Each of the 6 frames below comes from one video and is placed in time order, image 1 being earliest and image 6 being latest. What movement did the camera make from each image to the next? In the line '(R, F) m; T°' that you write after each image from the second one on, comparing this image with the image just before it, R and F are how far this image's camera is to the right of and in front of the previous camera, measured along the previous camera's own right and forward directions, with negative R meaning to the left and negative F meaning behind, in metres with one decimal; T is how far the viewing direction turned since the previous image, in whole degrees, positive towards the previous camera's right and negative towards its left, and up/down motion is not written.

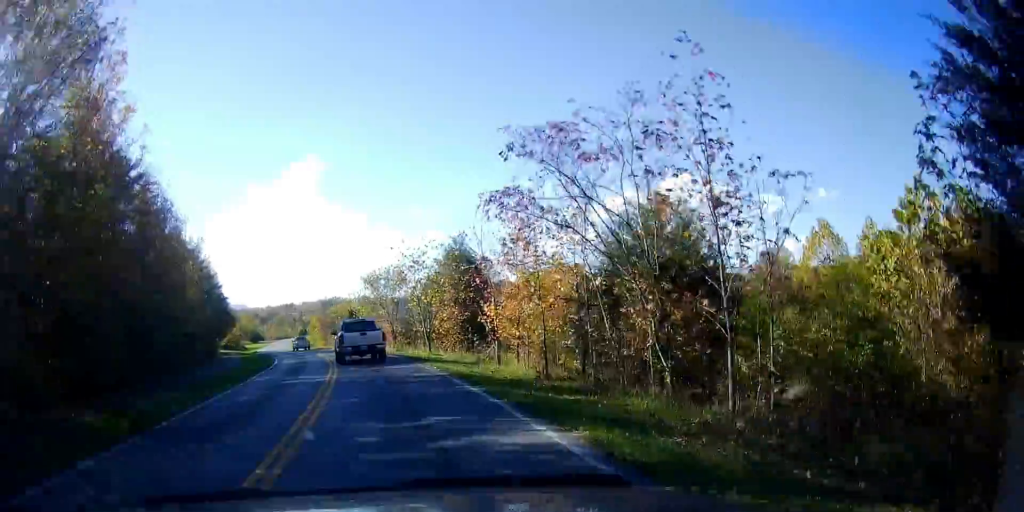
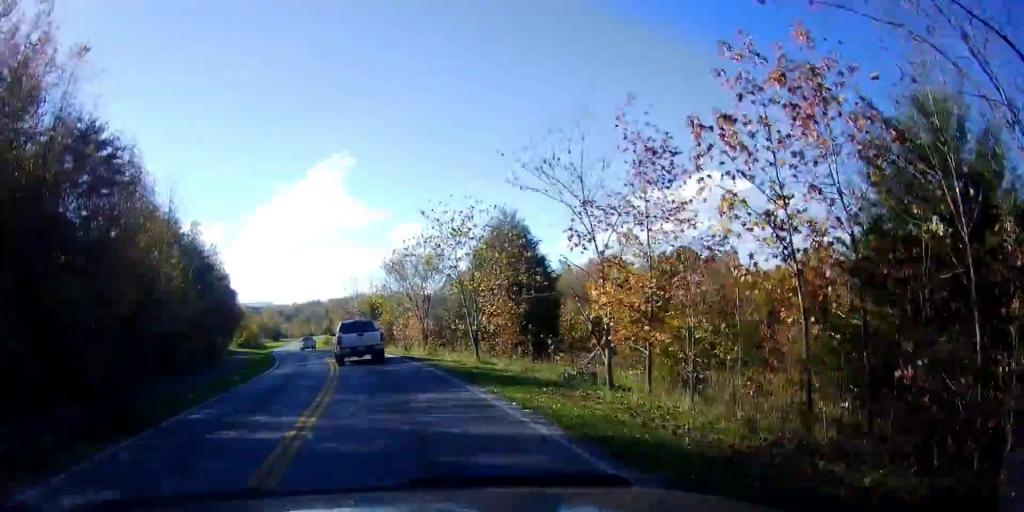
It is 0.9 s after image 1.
(-0.3, +9.7) m; -2°
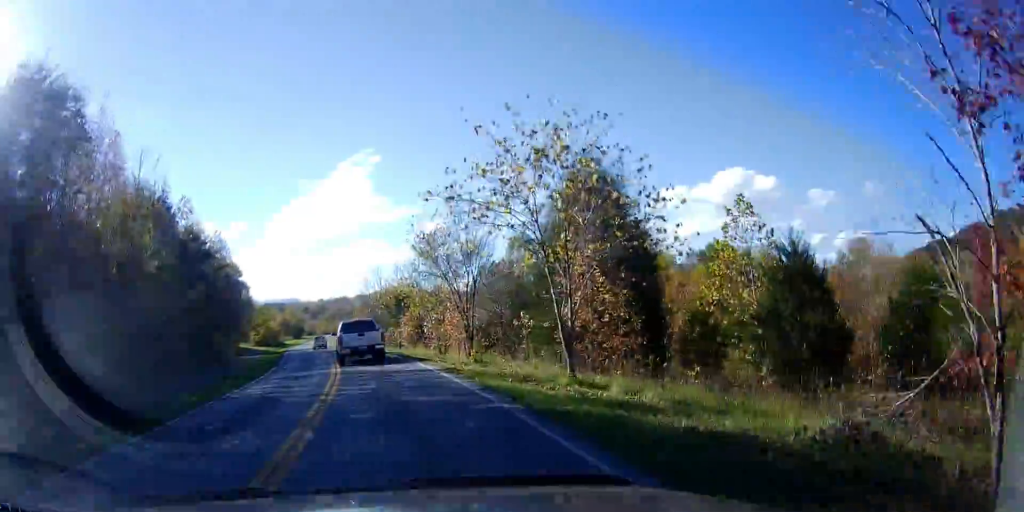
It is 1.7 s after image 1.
(-0.2, +9.6) m; -1°
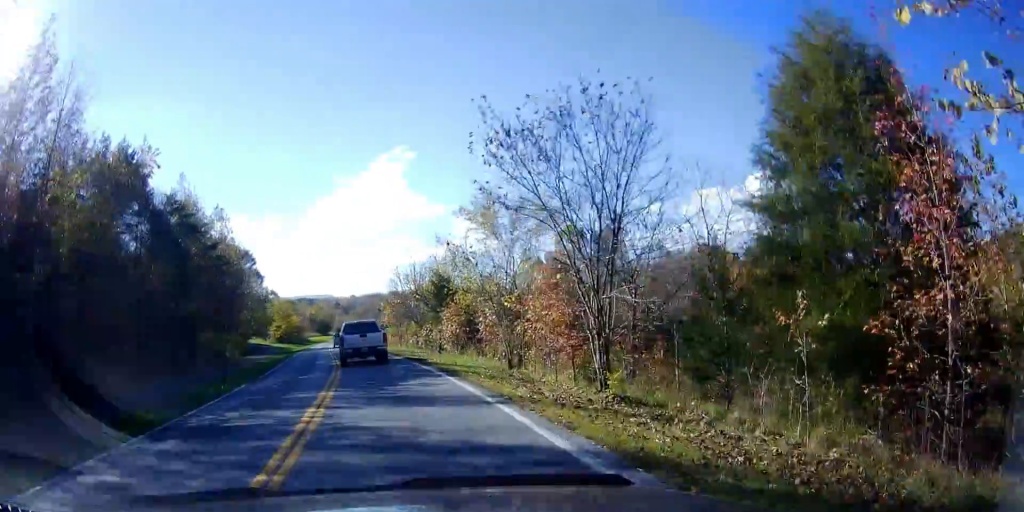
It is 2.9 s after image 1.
(0.0, +12.5) m; -2°
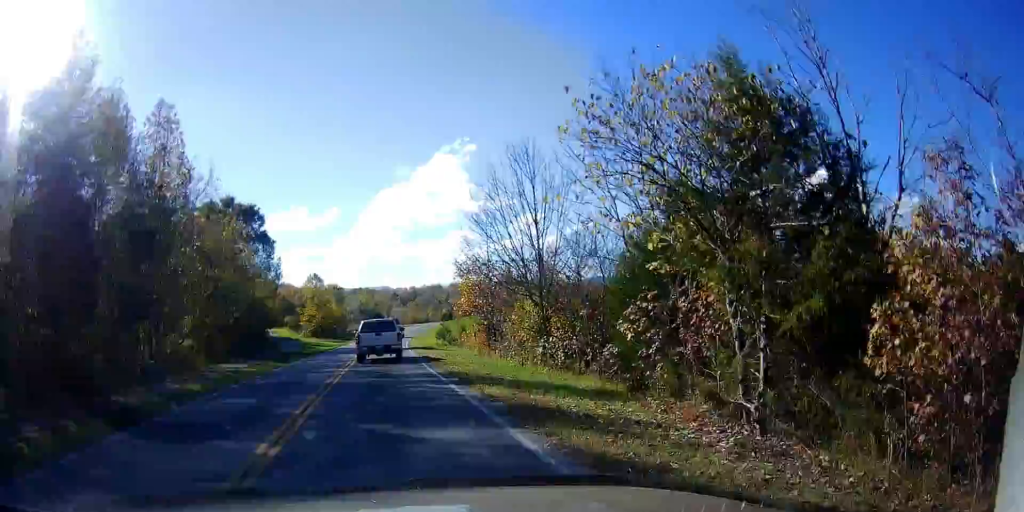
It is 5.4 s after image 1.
(-0.5, +28.5) m; -1°
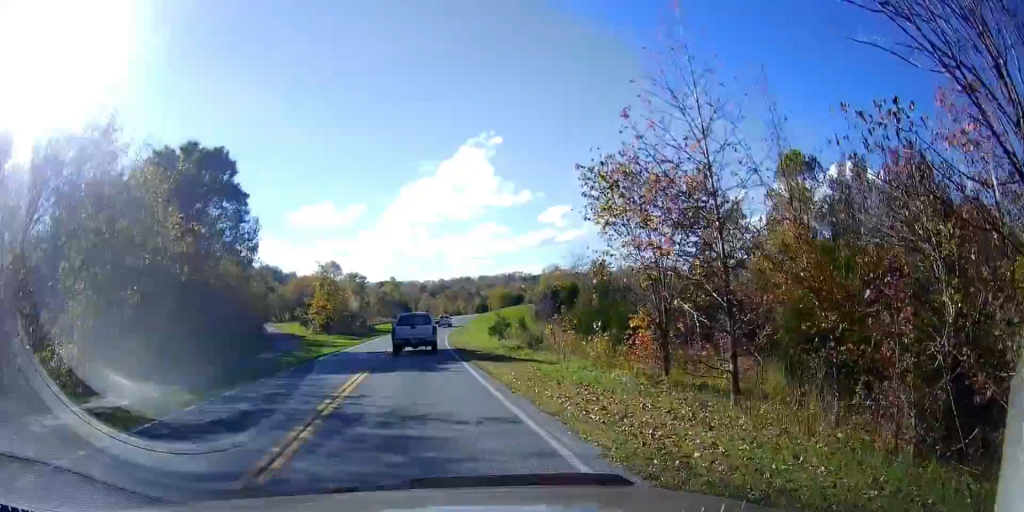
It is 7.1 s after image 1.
(-0.7, +19.2) m; -5°
